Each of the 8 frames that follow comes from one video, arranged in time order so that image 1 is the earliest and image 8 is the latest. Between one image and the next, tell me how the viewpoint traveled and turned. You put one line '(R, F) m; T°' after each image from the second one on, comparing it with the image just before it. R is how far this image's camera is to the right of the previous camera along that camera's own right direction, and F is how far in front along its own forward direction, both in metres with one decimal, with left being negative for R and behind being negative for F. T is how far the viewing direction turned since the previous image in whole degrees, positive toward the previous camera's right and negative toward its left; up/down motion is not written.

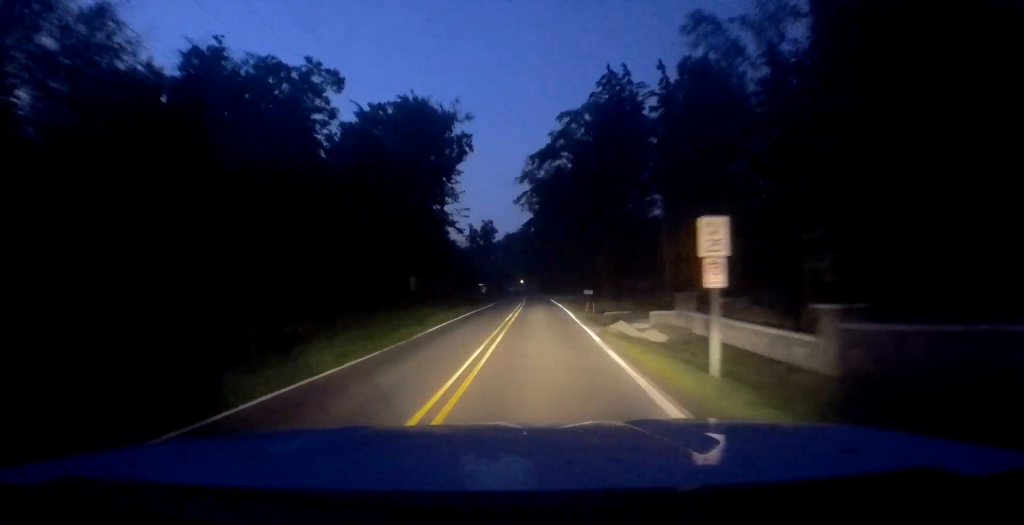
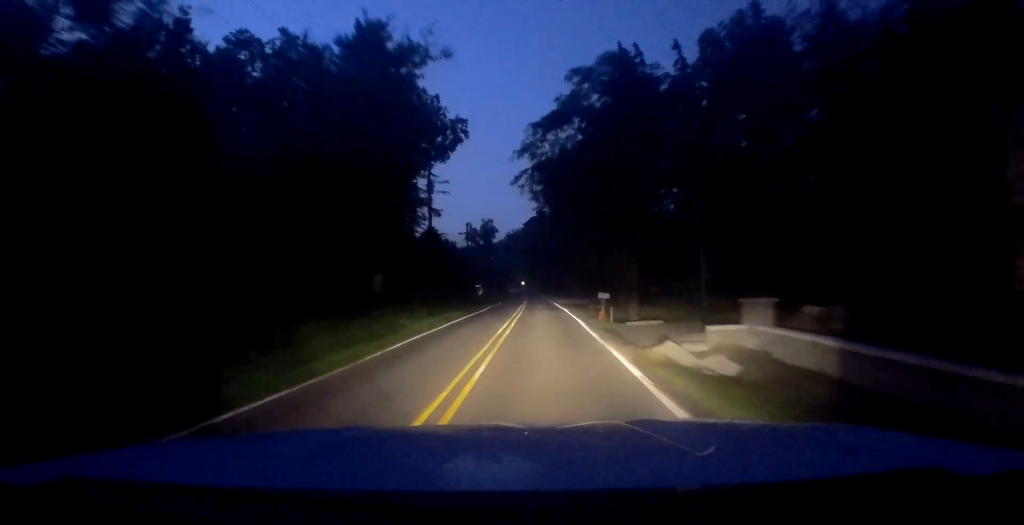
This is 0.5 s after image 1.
(-0.2, +6.7) m; 0°
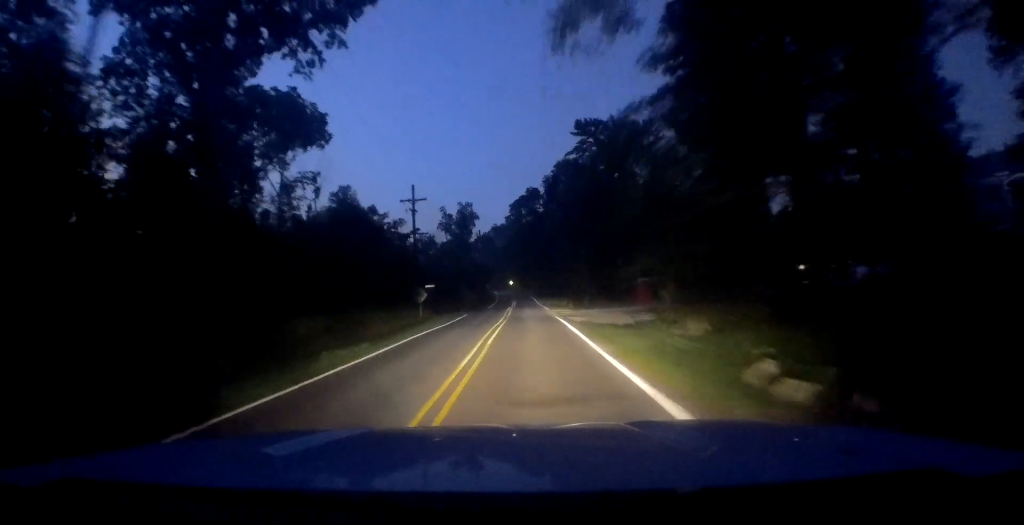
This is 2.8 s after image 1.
(+1.4, +33.0) m; +2°
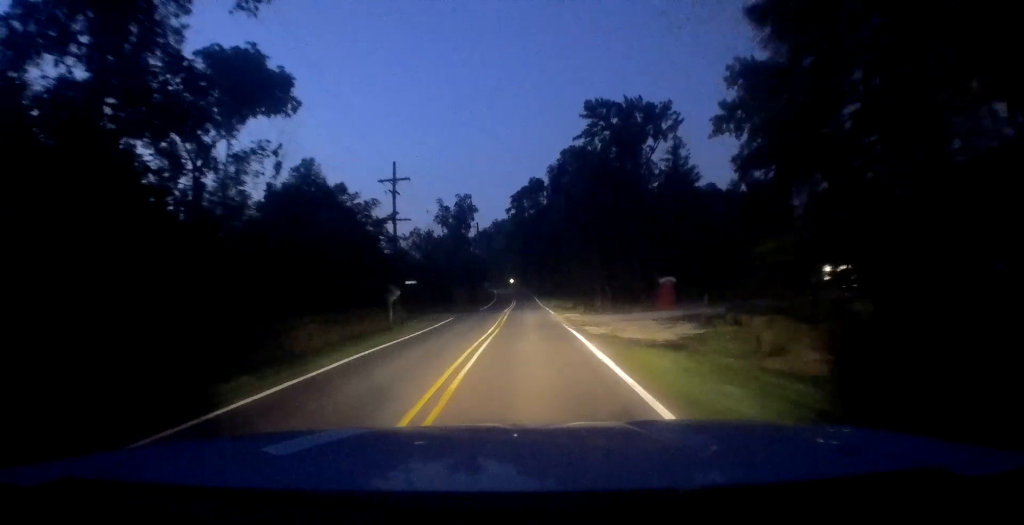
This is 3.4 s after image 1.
(0.0, +8.4) m; -2°
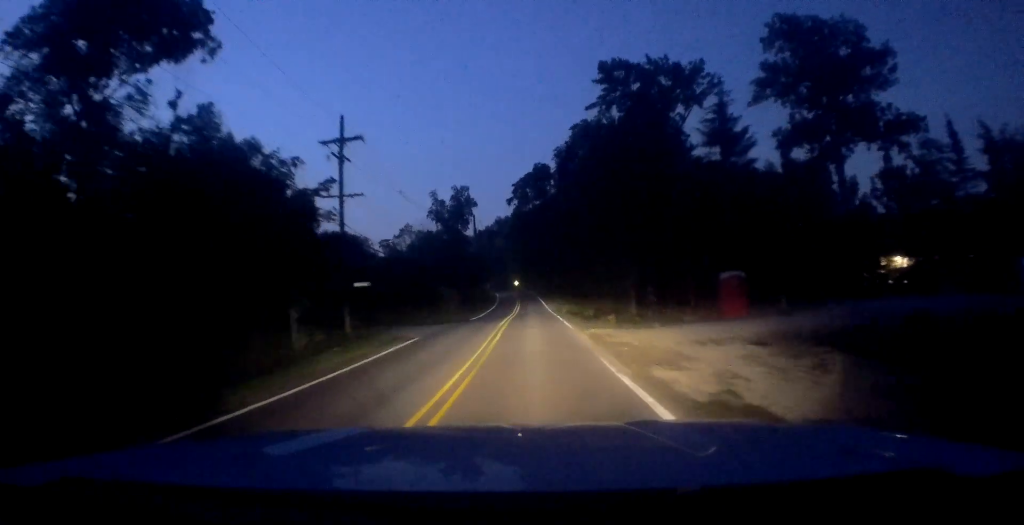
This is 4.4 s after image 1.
(-0.4, +13.4) m; -1°
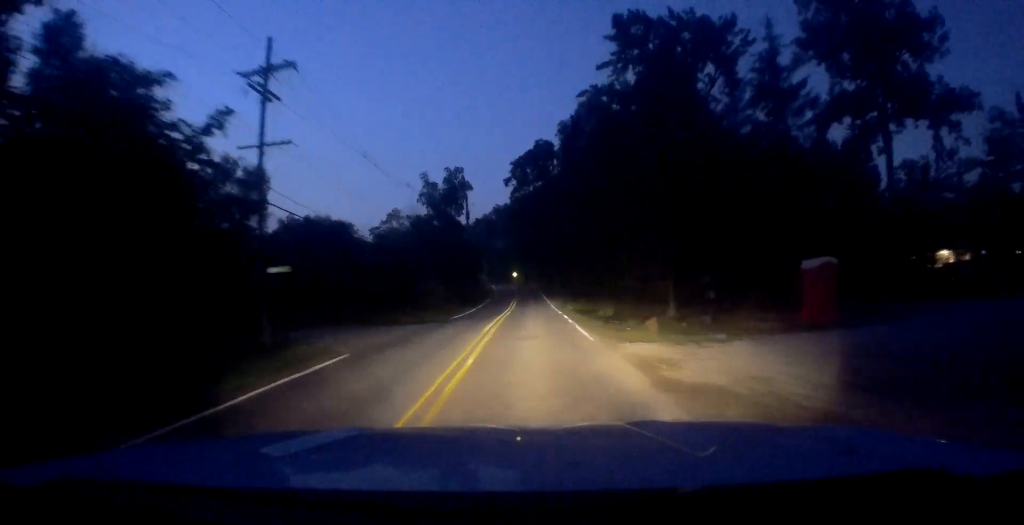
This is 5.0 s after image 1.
(0.0, +9.7) m; 0°
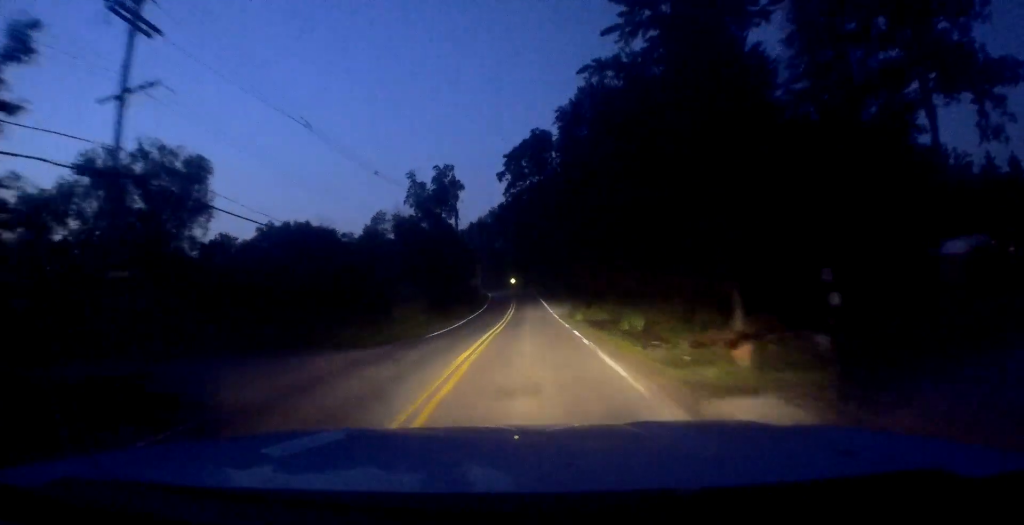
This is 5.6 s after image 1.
(0.0, +8.3) m; +1°
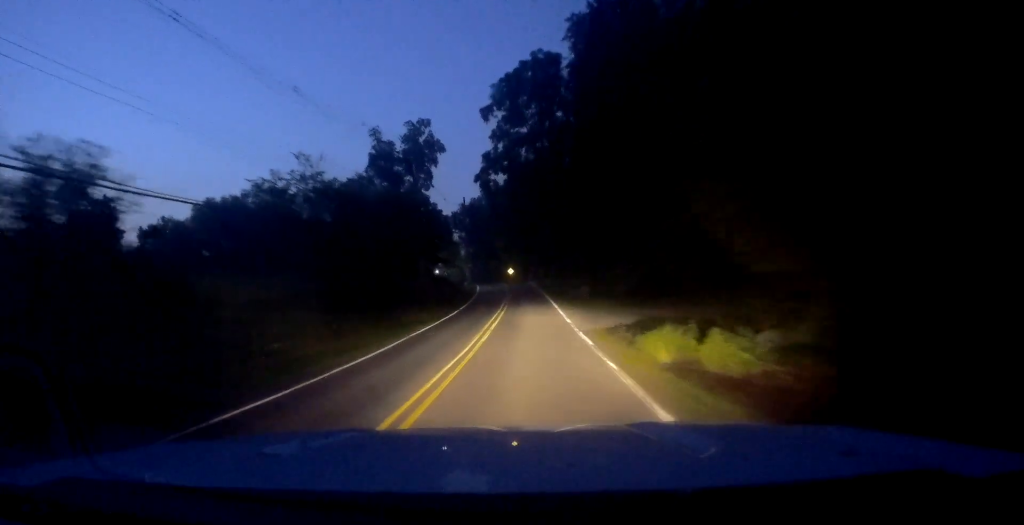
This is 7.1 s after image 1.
(-0.1, +21.7) m; 0°
